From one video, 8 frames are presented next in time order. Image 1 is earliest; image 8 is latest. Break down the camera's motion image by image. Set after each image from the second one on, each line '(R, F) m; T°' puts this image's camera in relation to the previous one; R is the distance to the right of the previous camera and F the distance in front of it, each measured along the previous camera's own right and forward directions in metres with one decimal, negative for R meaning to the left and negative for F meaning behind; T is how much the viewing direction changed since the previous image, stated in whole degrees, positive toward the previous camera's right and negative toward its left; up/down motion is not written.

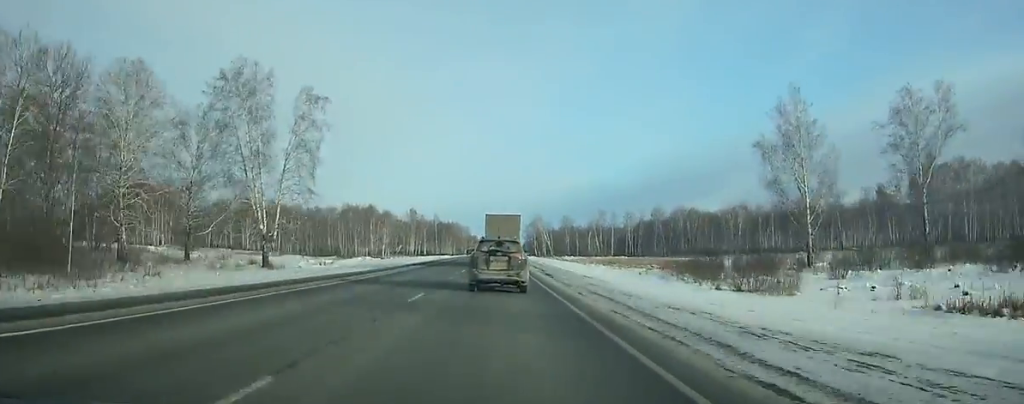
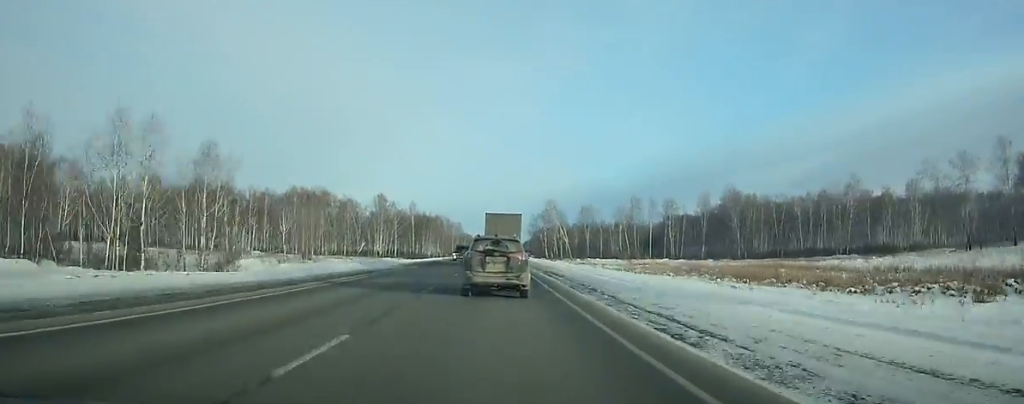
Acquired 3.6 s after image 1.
(0.0, +79.9) m; 0°
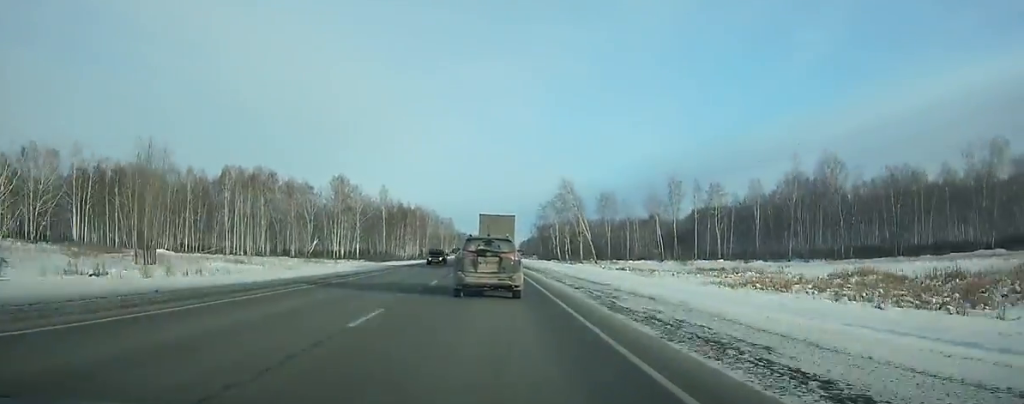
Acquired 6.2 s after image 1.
(+0.3, +56.5) m; 0°
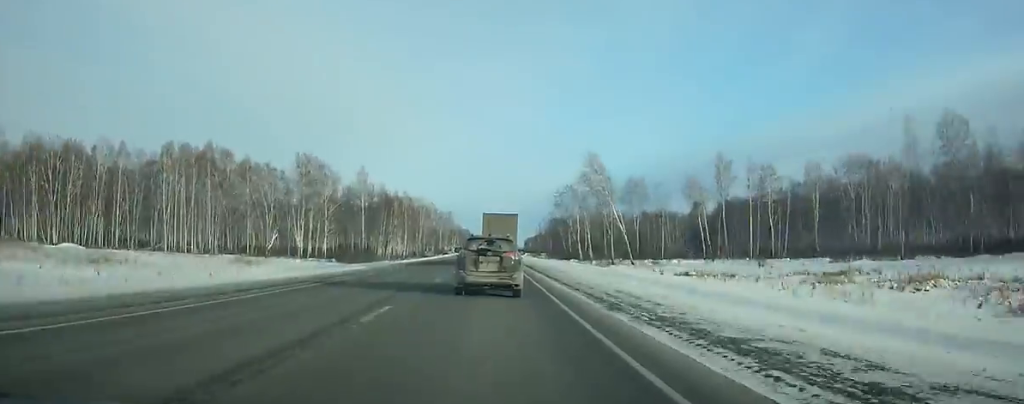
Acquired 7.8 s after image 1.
(-0.1, +34.5) m; 0°
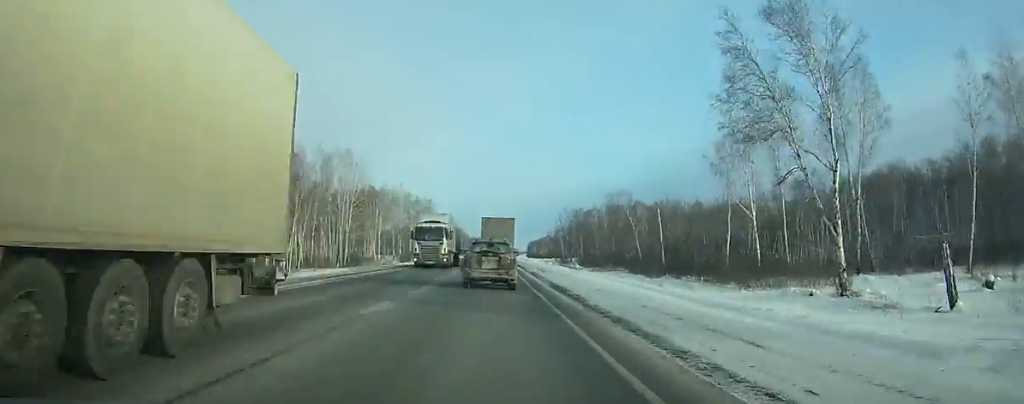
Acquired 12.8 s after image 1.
(-0.3, +107.6) m; 0°
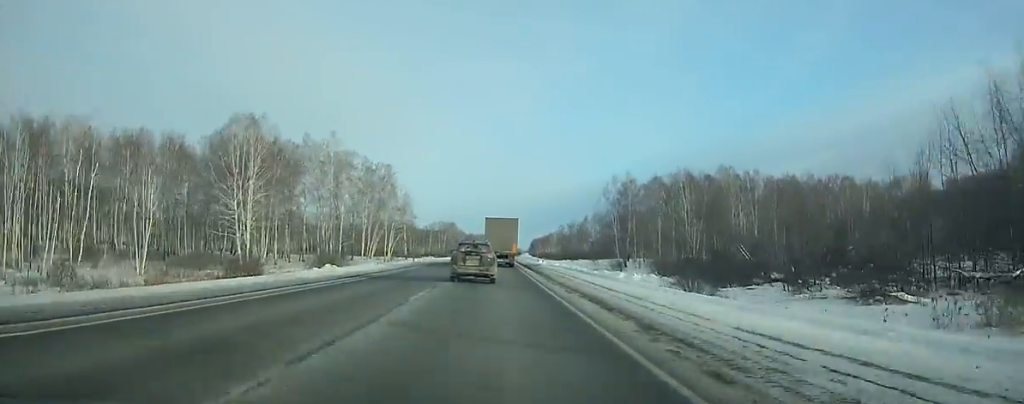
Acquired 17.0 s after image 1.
(0.0, +92.1) m; 0°
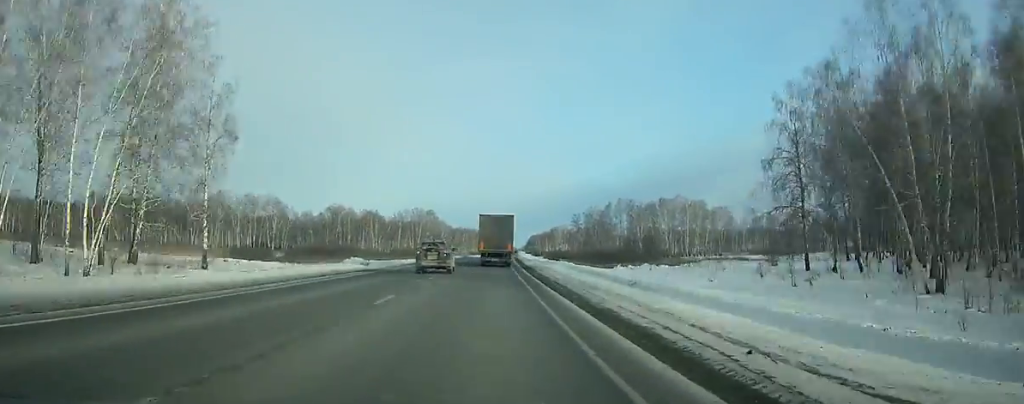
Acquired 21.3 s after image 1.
(+0.7, +97.3) m; +1°
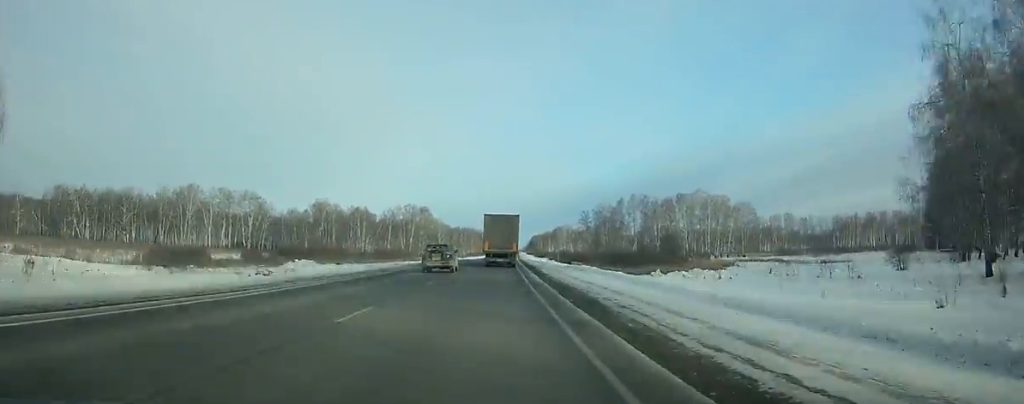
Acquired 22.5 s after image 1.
(0.0, +28.0) m; 0°
